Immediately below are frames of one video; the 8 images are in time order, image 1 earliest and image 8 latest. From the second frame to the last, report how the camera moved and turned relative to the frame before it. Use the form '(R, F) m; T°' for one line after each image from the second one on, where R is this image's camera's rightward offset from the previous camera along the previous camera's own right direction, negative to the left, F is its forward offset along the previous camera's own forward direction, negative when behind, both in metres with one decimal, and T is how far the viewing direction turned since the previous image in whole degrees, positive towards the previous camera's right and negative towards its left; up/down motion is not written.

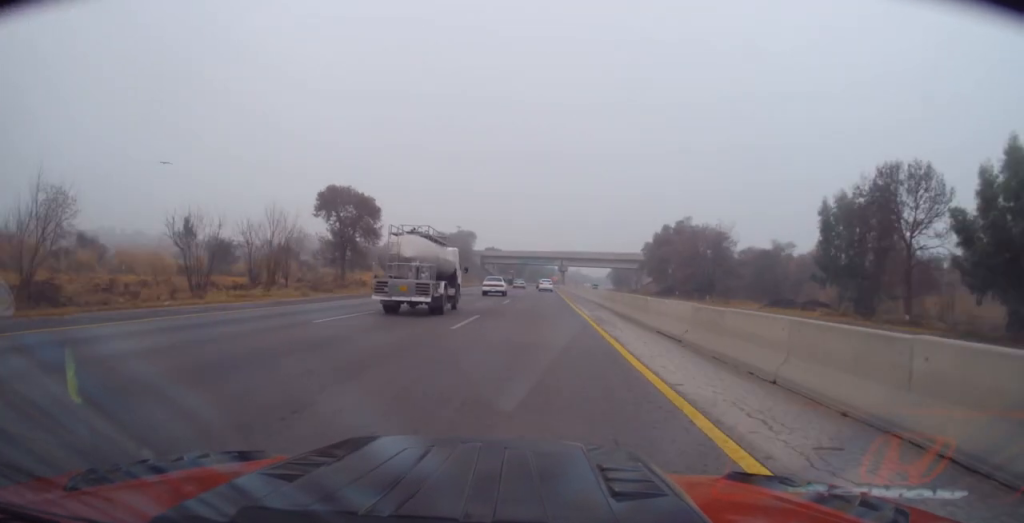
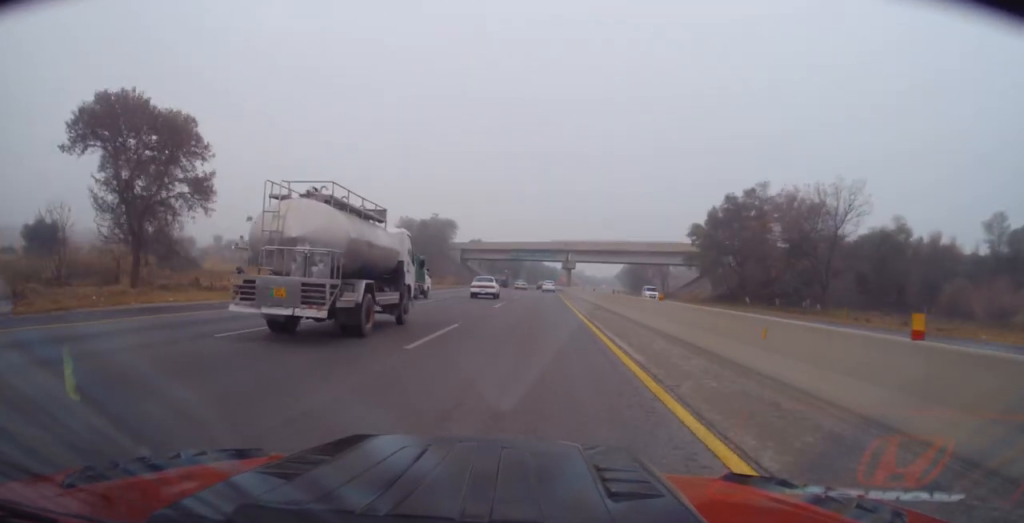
(-0.4, +40.4) m; -1°
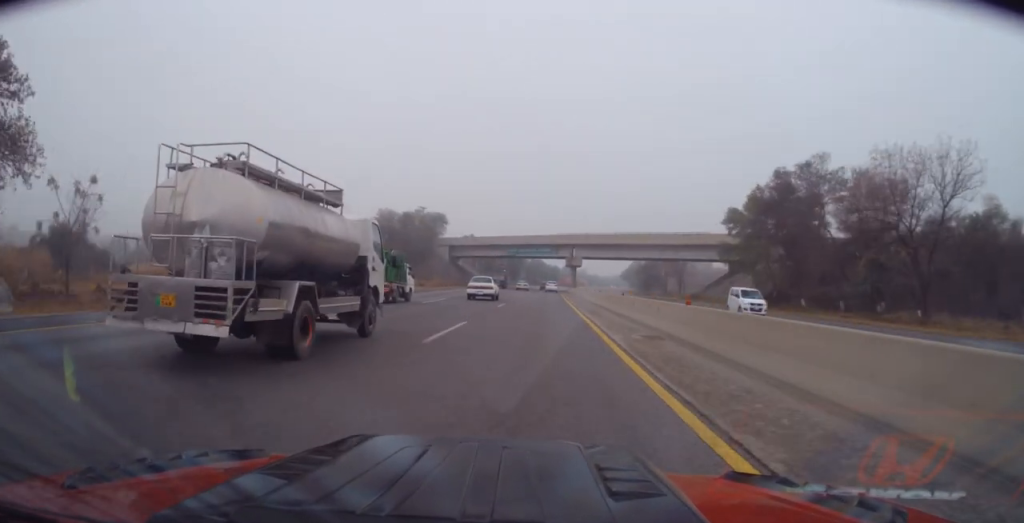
(0.0, +16.3) m; 0°
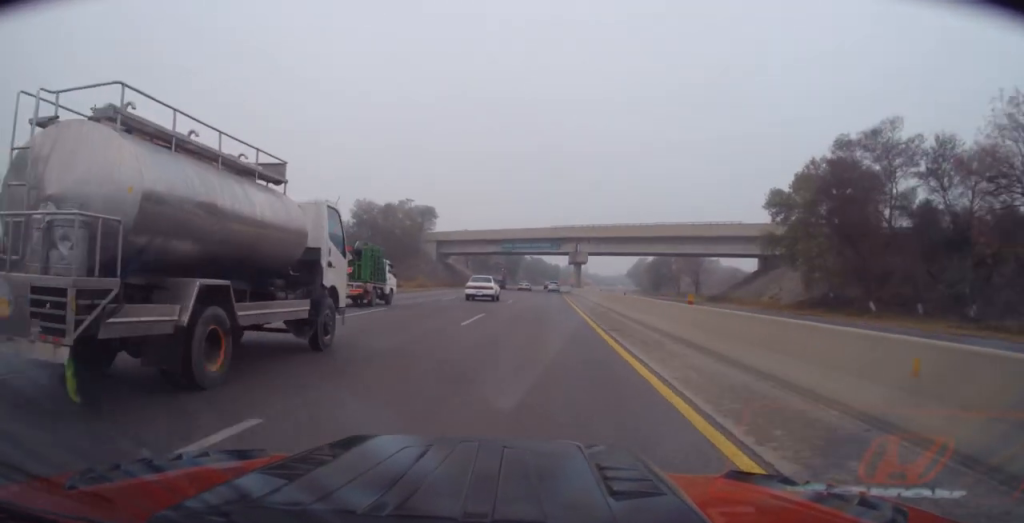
(+0.1, +13.0) m; 0°
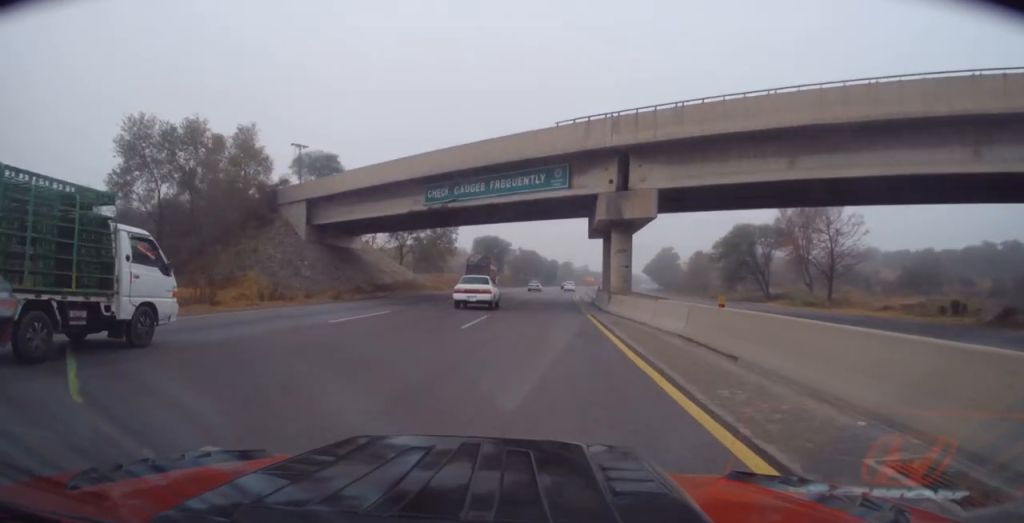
(-0.6, +54.2) m; -1°
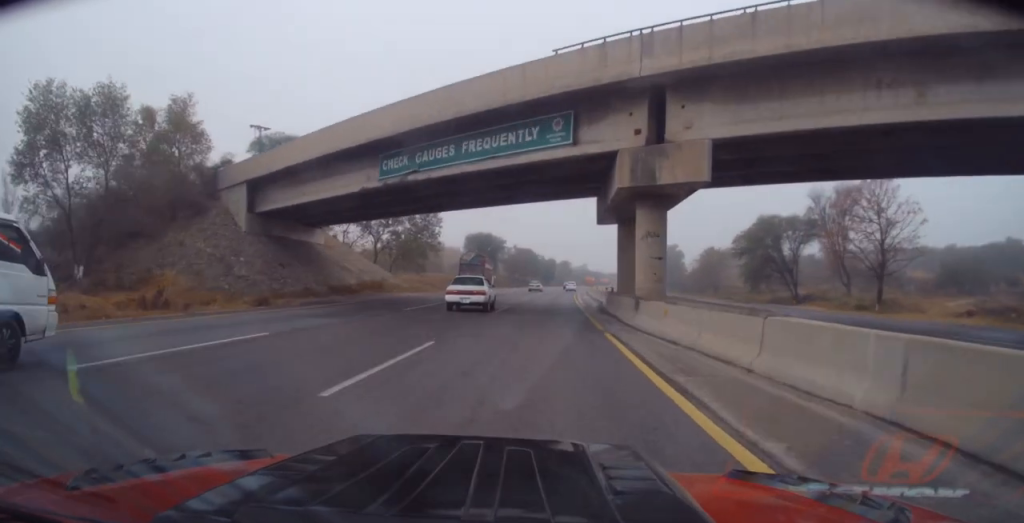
(+0.1, +9.7) m; 0°
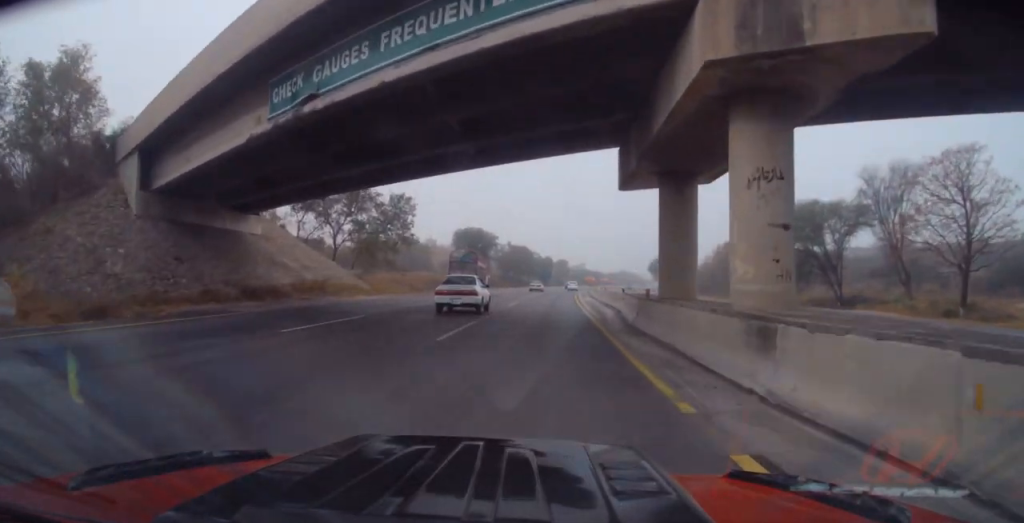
(+0.1, +11.3) m; 0°
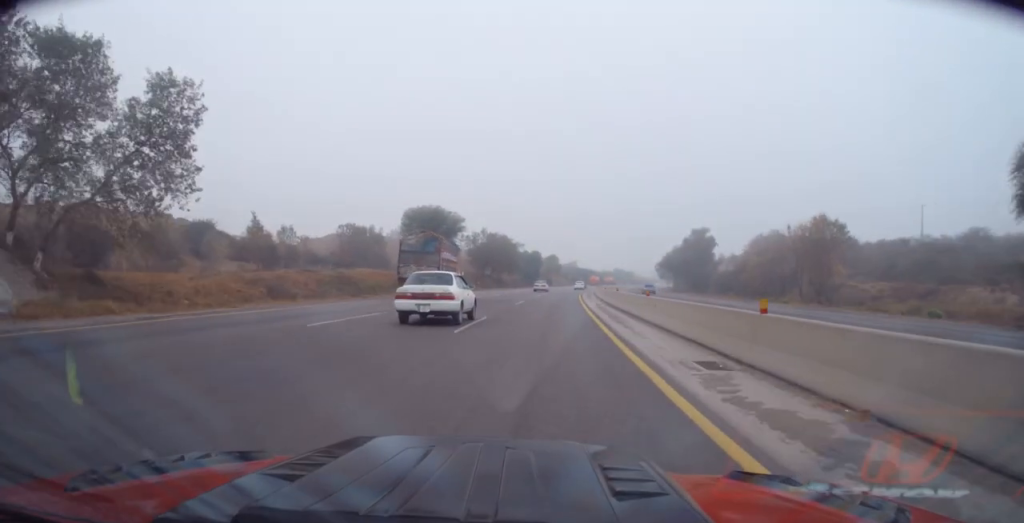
(+0.3, +33.7) m; +1°
